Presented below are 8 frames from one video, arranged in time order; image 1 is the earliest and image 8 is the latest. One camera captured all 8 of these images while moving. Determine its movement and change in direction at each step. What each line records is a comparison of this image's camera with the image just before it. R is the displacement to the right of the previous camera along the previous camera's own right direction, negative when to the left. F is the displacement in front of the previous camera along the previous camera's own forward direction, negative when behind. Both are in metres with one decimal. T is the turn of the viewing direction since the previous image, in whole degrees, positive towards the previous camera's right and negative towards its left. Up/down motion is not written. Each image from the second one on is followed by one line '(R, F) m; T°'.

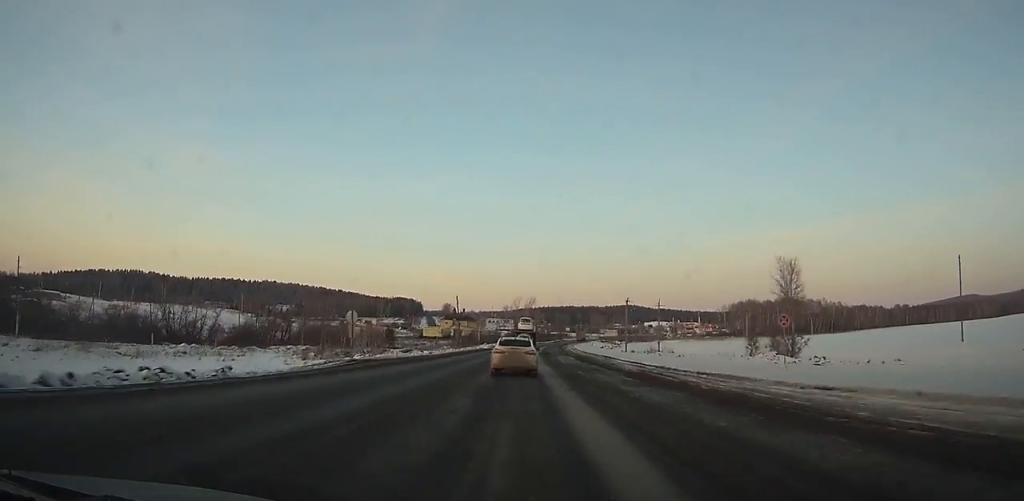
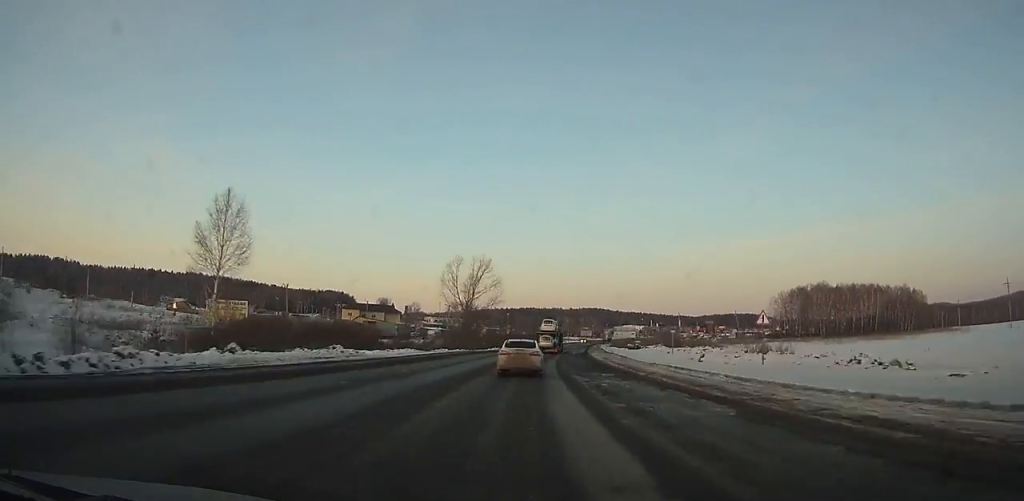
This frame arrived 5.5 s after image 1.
(+3.6, +122.0) m; +5°
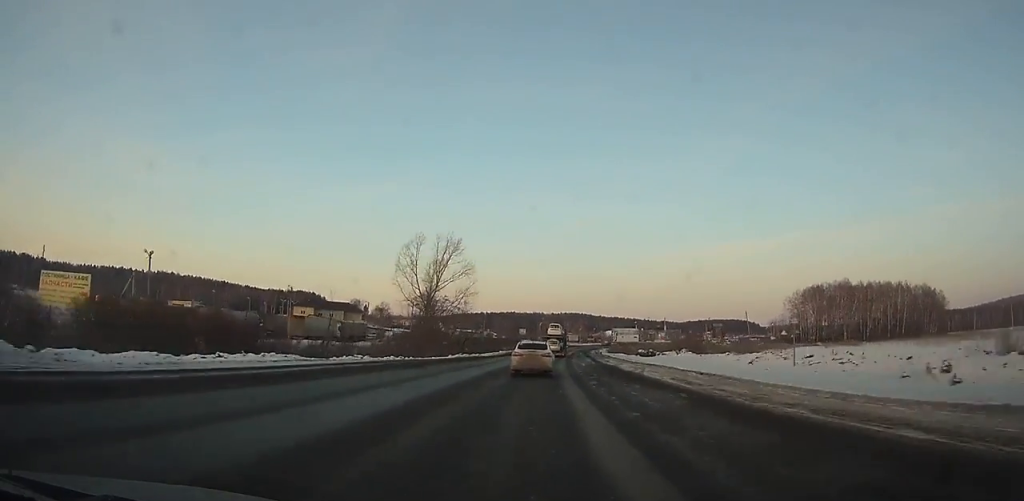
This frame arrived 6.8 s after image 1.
(-0.2, +28.2) m; +2°
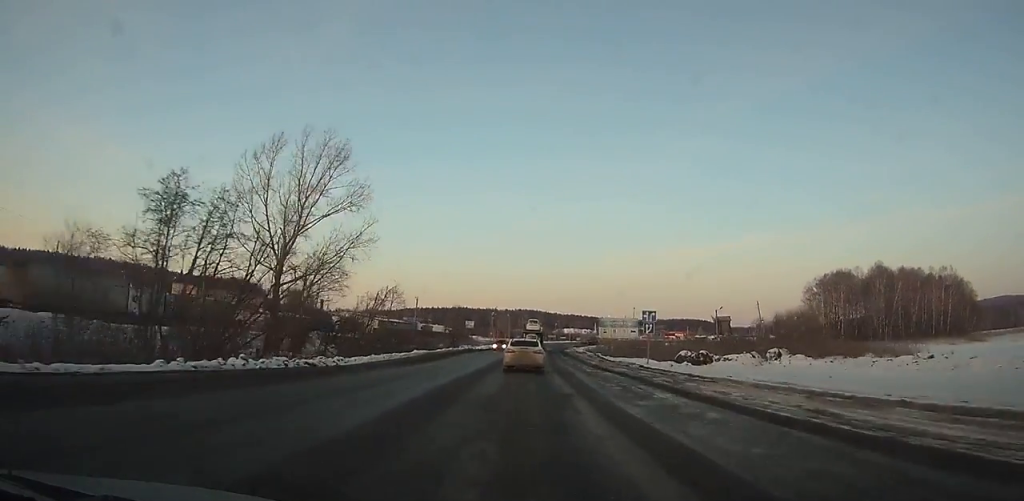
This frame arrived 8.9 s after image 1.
(+1.9, +44.6) m; +3°
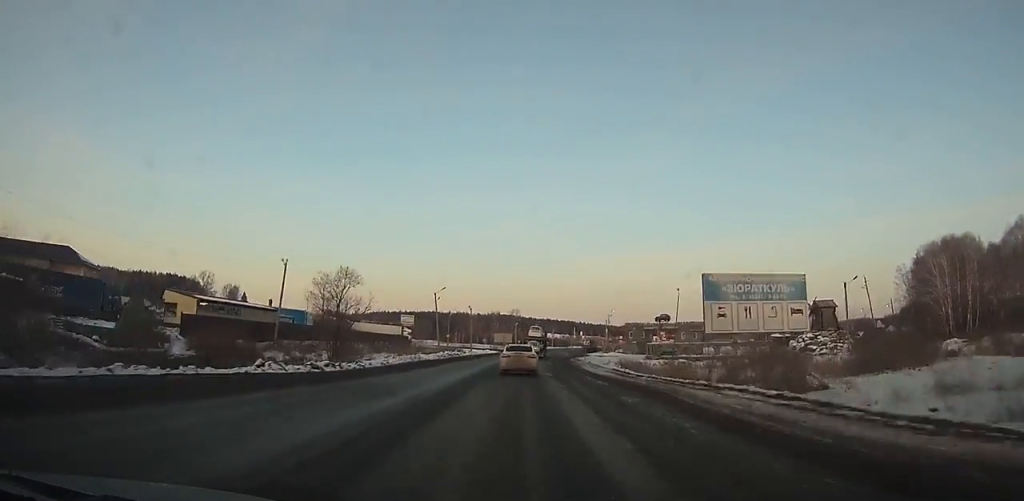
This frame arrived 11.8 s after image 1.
(+1.9, +60.8) m; +3°
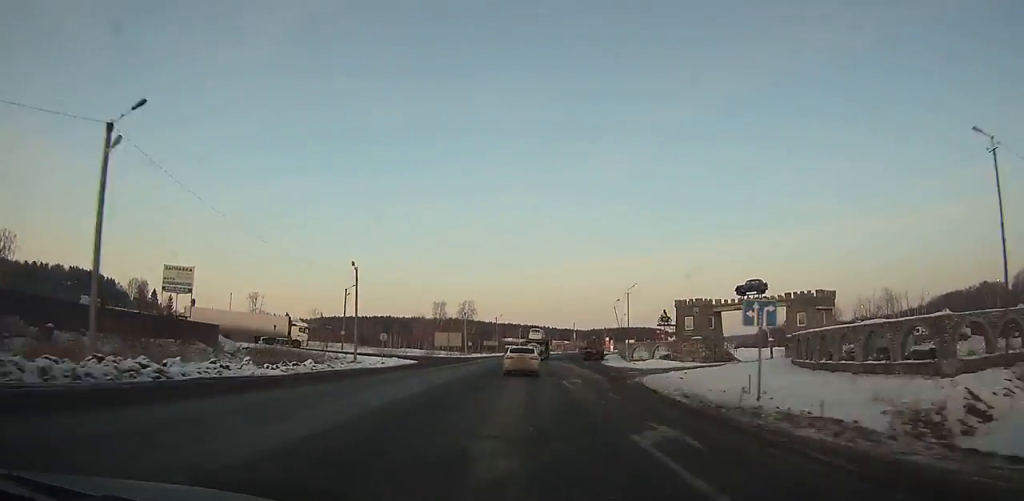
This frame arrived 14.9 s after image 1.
(+1.7, +64.1) m; +4°
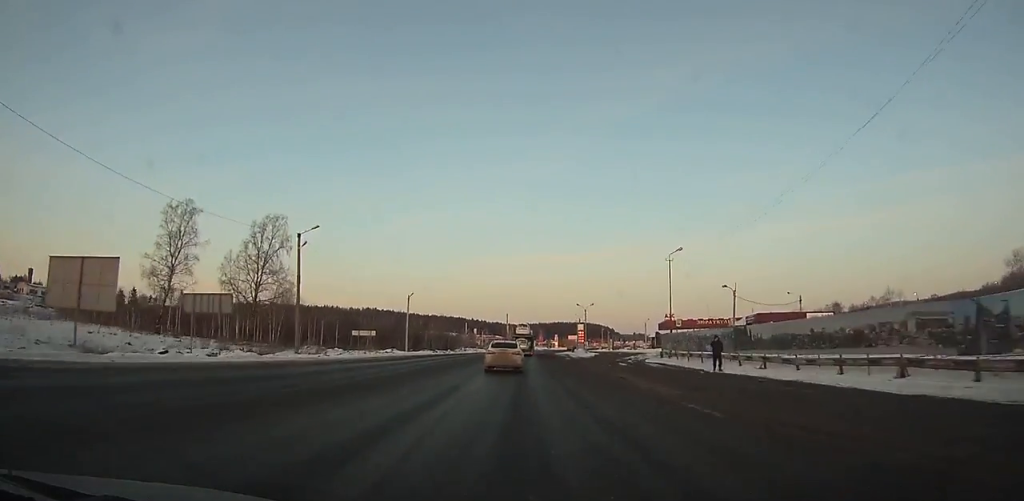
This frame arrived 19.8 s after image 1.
(+5.1, +99.1) m; +6°
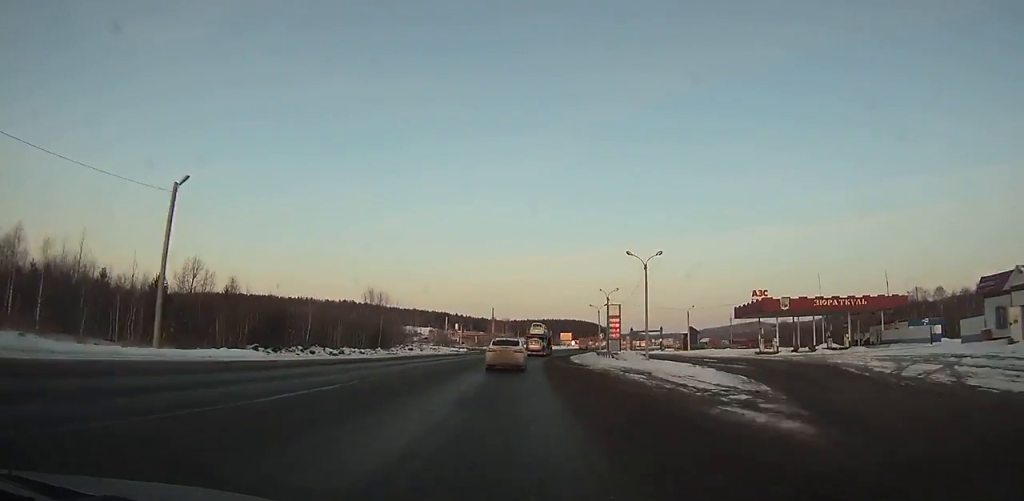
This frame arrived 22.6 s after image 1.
(+1.4, +55.3) m; +3°
